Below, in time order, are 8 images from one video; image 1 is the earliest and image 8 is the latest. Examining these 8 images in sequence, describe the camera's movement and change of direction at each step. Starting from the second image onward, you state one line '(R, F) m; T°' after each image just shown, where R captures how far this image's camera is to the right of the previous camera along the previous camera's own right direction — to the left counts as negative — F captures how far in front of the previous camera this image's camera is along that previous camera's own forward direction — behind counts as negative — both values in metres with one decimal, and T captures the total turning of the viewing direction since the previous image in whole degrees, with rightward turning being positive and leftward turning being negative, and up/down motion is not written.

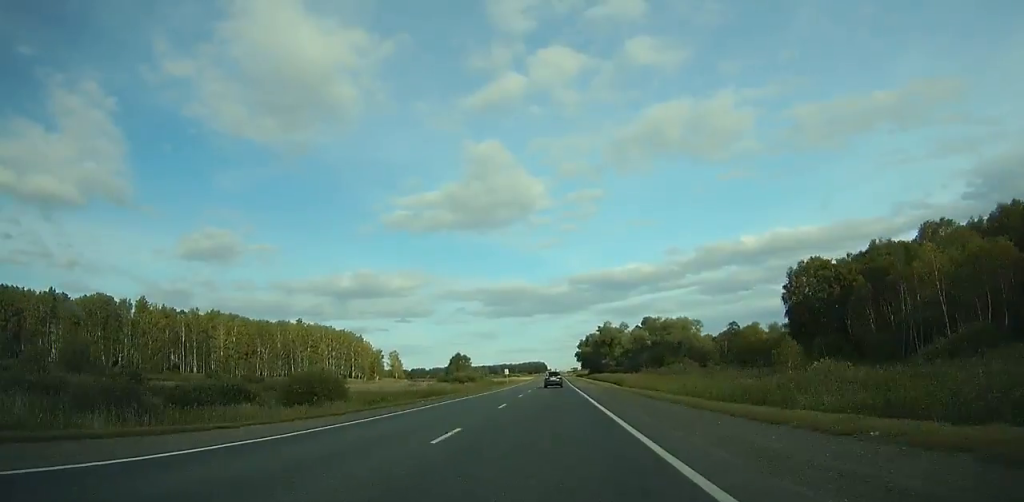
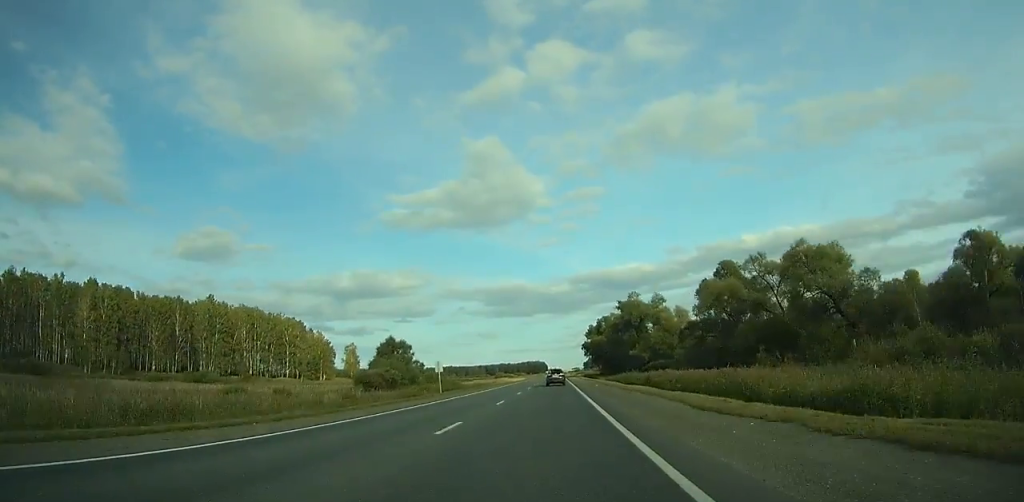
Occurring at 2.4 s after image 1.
(0.0, +72.6) m; 0°
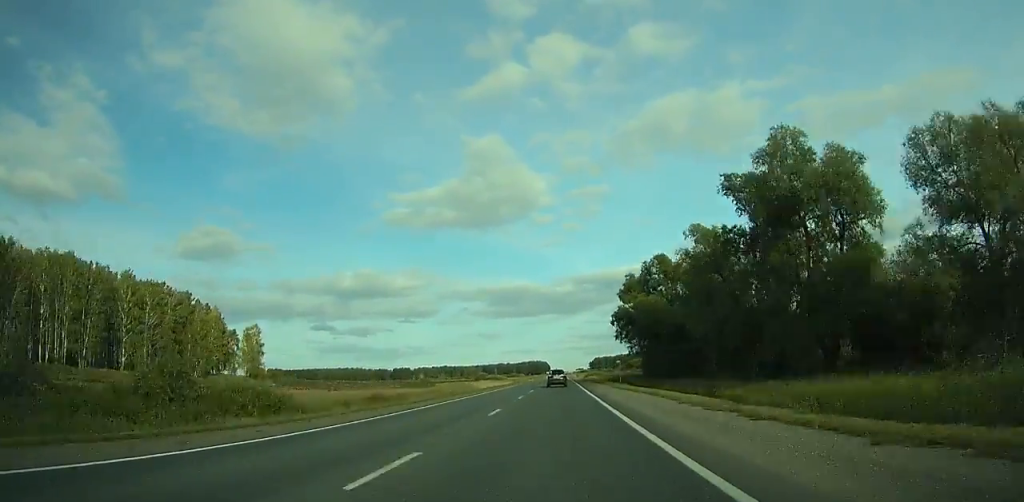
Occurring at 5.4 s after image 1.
(0.0, +89.7) m; 0°
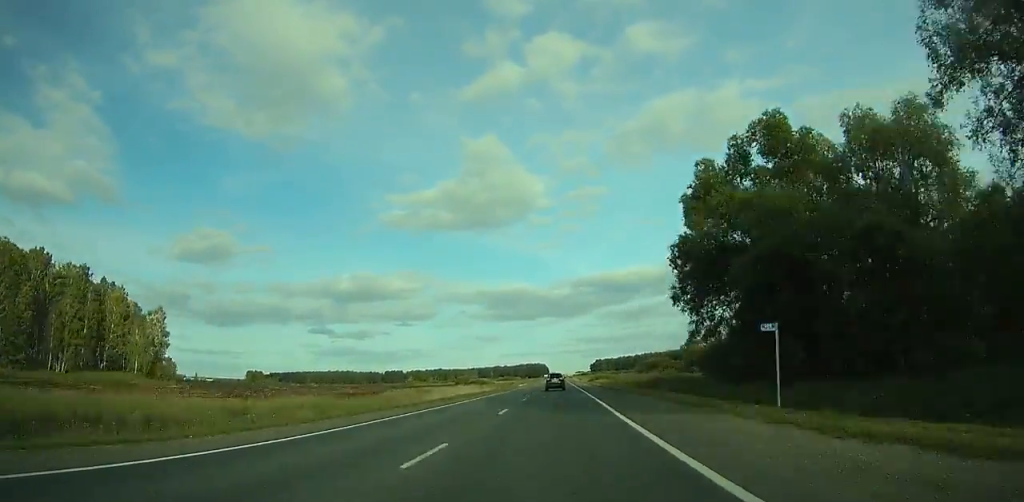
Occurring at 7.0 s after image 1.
(0.0, +47.5) m; 0°
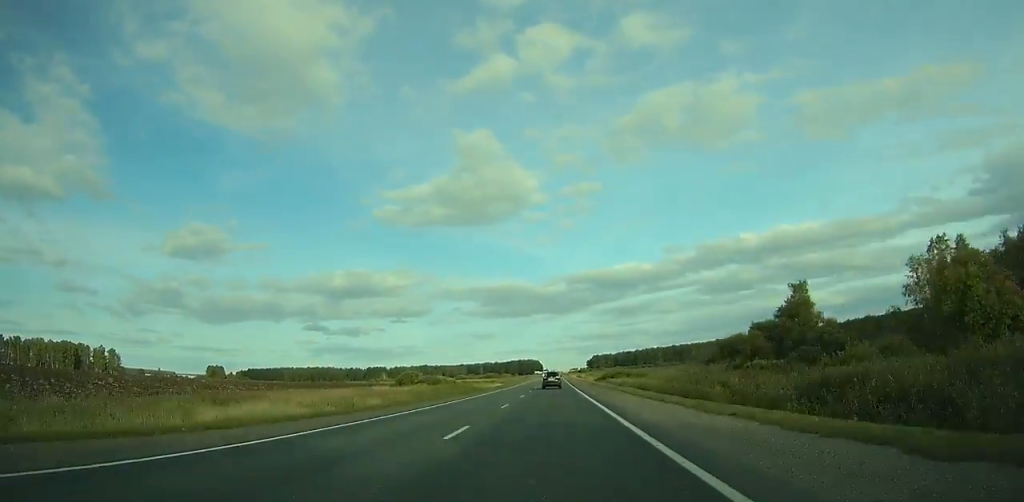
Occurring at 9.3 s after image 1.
(+0.1, +68.3) m; 0°
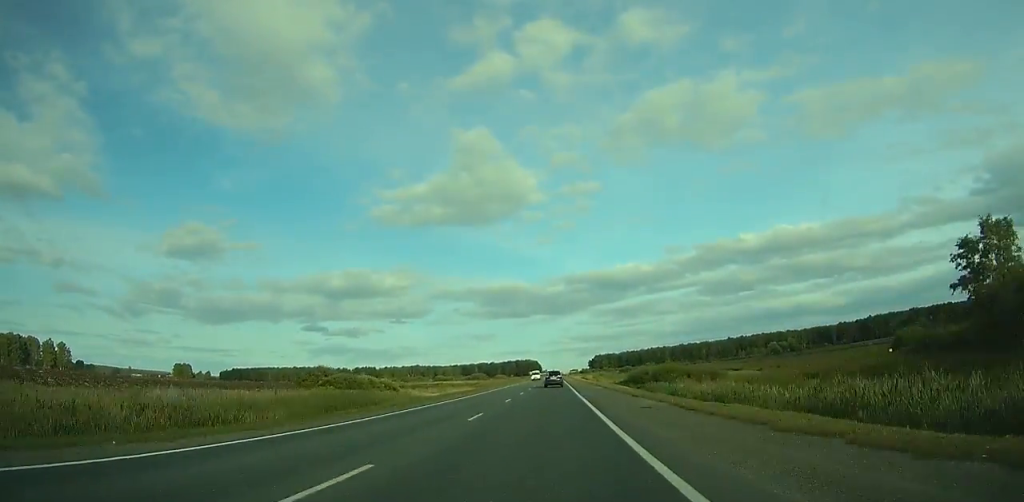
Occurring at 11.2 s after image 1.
(+0.1, +56.3) m; 0°
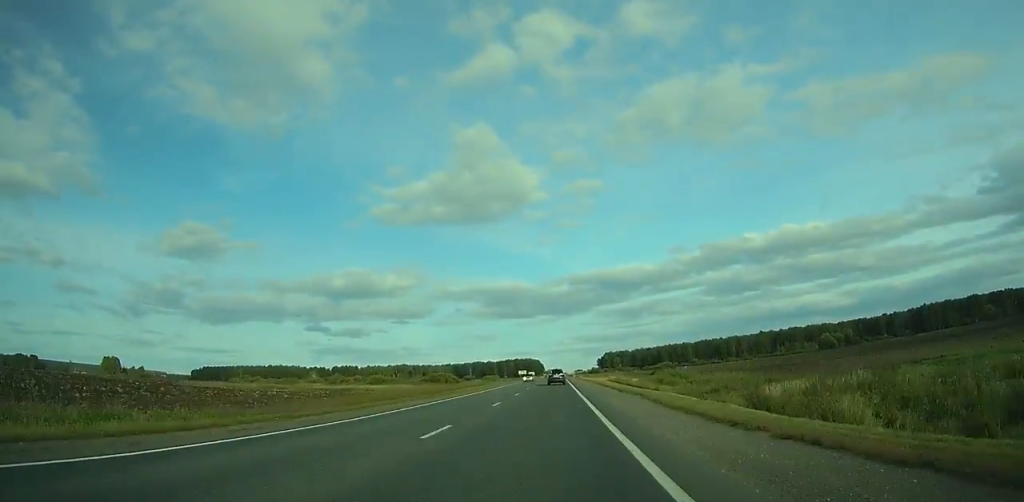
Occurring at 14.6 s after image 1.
(-0.1, +101.5) m; 0°
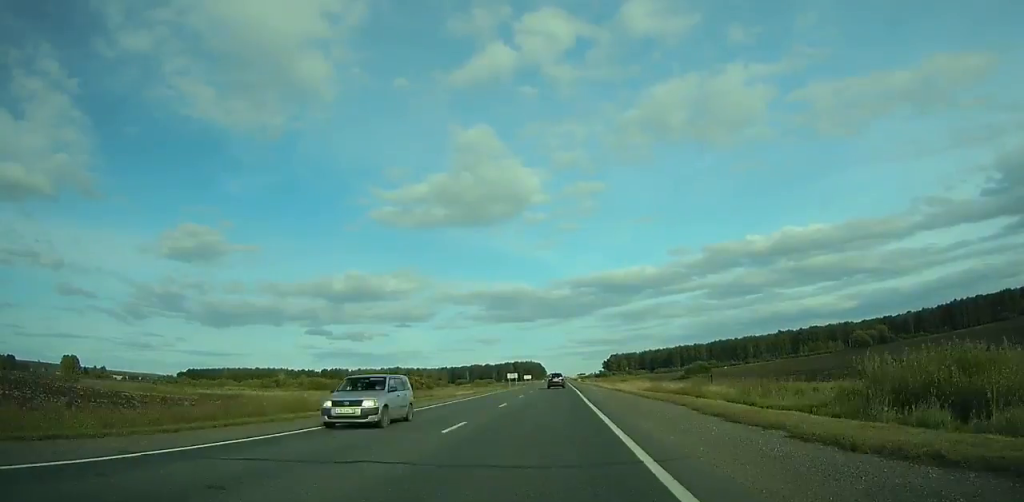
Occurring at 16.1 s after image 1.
(-0.1, +45.2) m; 0°
